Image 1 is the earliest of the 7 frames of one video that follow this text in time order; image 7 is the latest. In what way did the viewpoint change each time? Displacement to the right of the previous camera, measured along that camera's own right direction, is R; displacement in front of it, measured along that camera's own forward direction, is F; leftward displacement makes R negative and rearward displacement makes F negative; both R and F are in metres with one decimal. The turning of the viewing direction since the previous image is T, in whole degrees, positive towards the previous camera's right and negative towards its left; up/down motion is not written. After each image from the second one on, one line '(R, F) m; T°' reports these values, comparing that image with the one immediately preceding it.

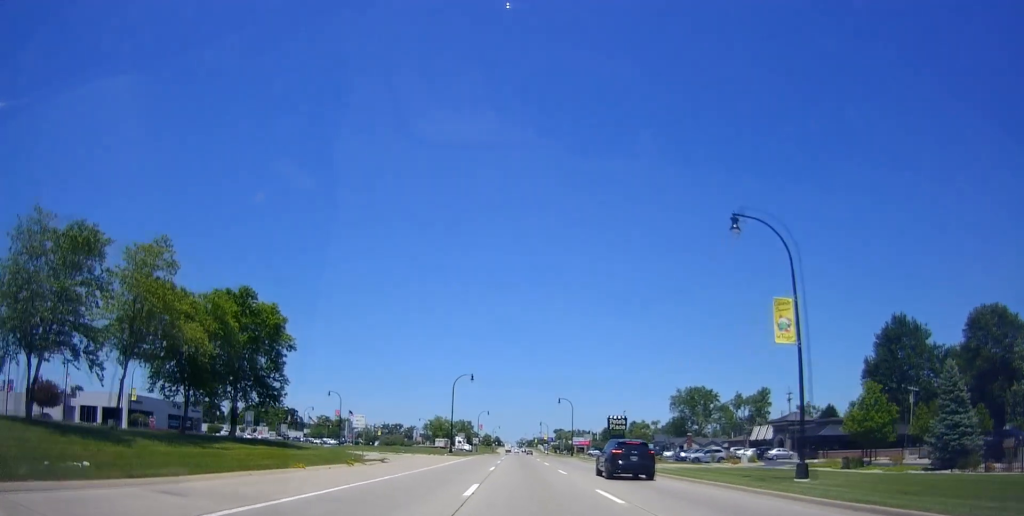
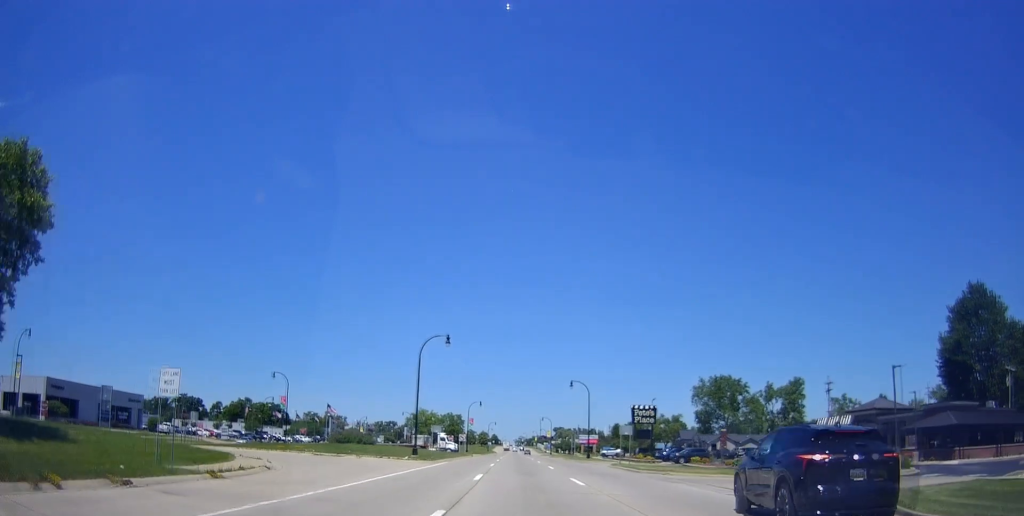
(+0.2, +23.6) m; -1°
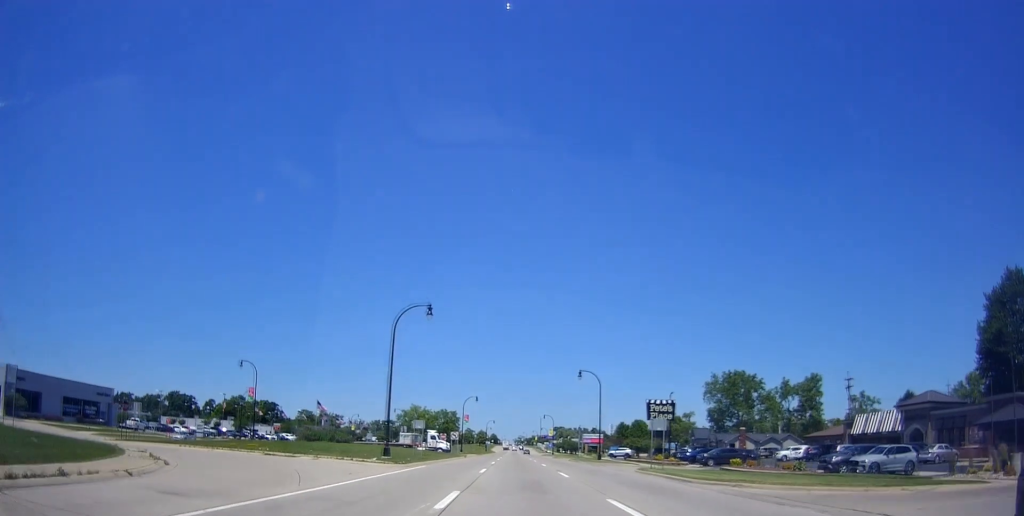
(-0.1, +10.0) m; 0°
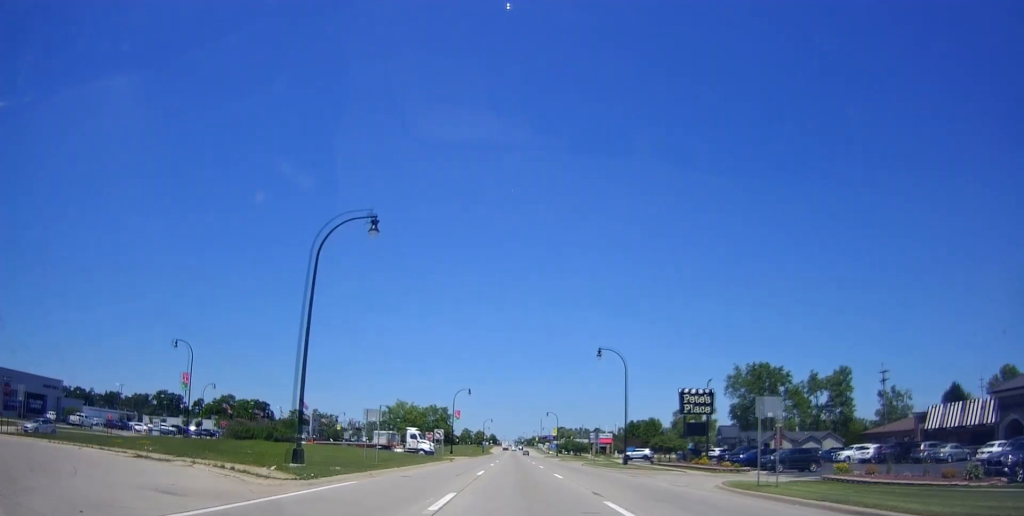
(-0.2, +15.1) m; 0°
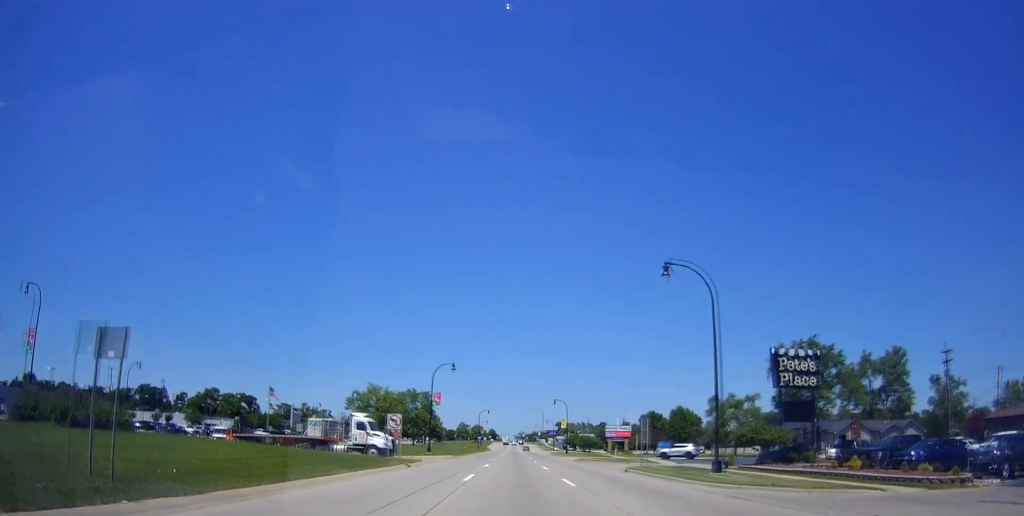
(+0.4, +22.3) m; +1°
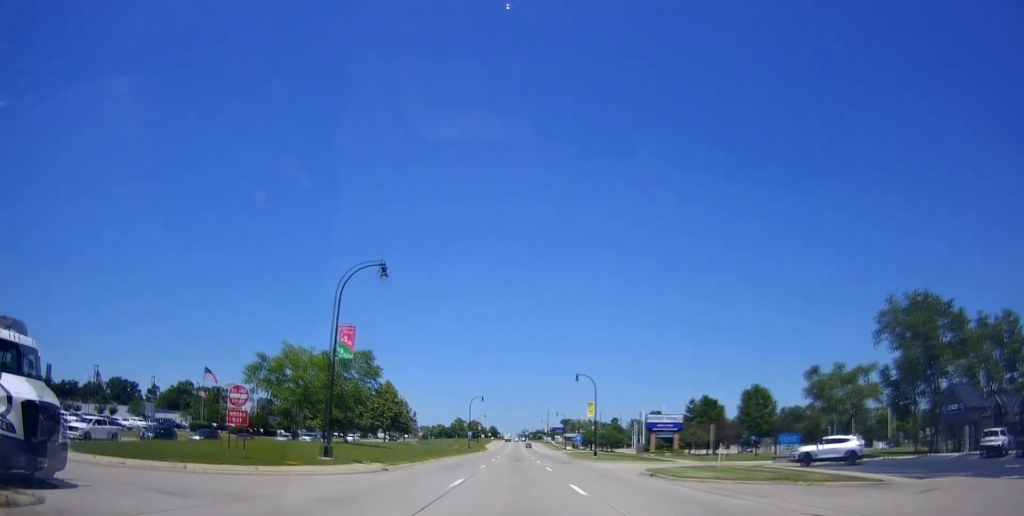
(0.0, +34.5) m; 0°
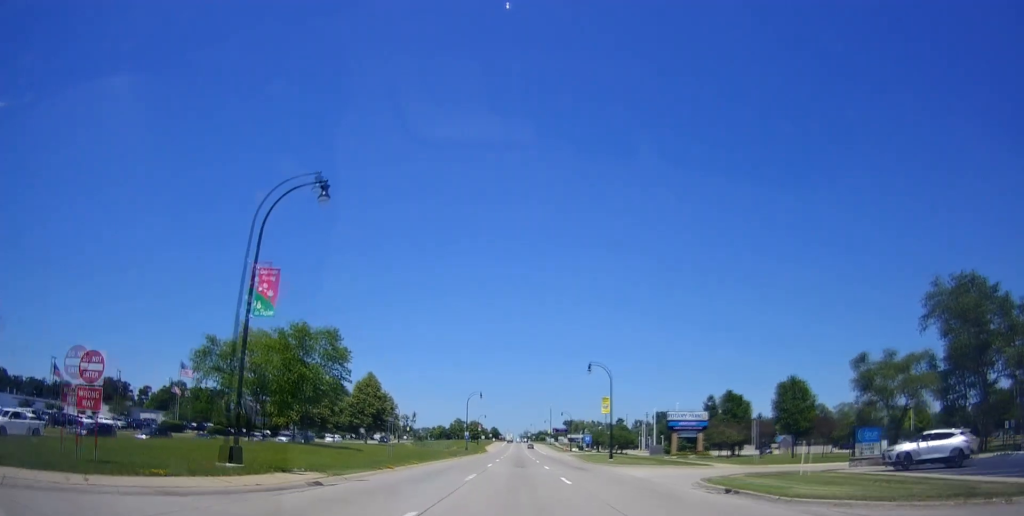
(0.0, +10.0) m; 0°
